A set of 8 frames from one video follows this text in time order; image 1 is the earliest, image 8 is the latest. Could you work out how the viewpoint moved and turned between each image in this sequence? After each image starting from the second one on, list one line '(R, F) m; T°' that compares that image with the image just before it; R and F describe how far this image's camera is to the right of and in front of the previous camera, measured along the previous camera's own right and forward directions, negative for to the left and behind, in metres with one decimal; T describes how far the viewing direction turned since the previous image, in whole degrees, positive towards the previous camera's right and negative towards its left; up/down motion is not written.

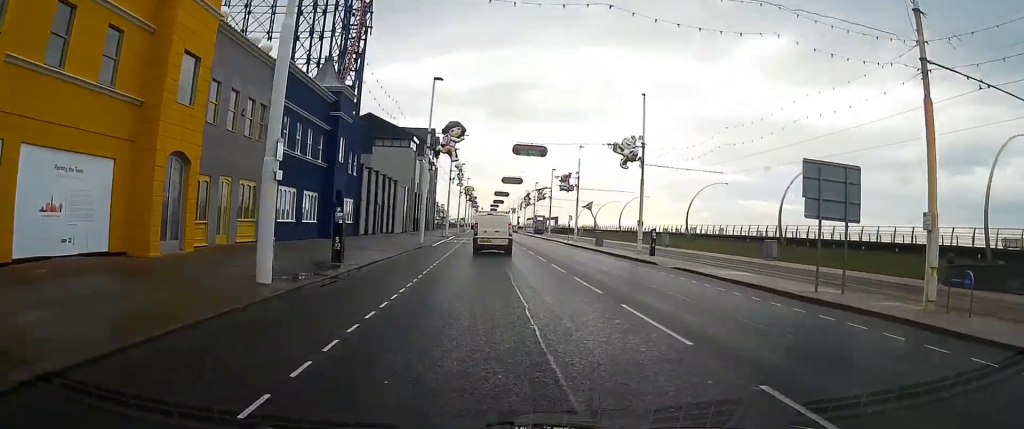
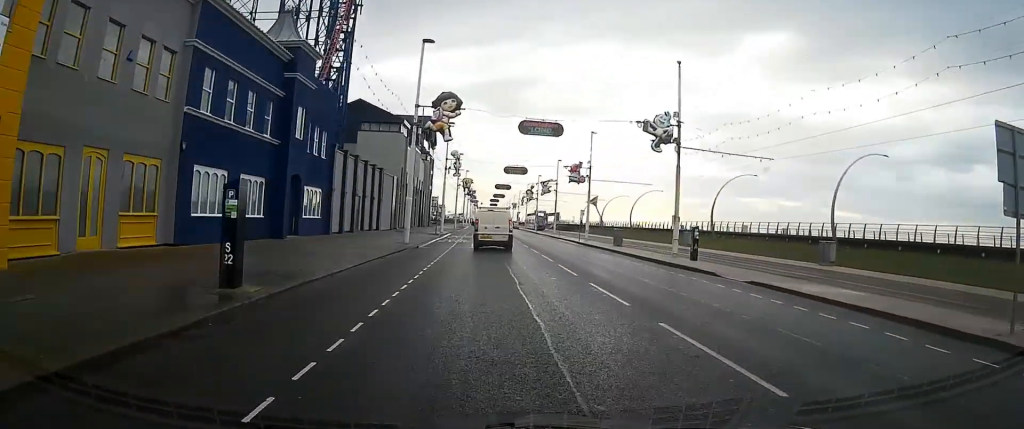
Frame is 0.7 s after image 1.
(0.0, +8.5) m; +1°
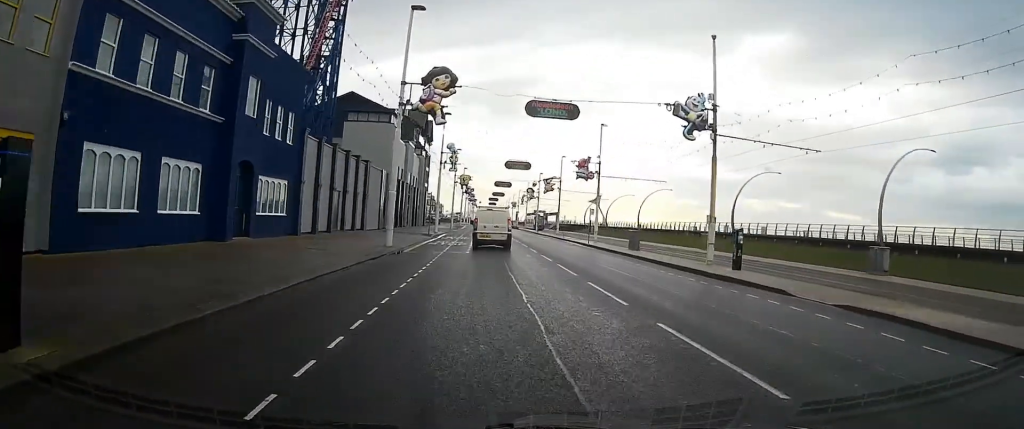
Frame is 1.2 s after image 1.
(+0.1, +6.0) m; 0°
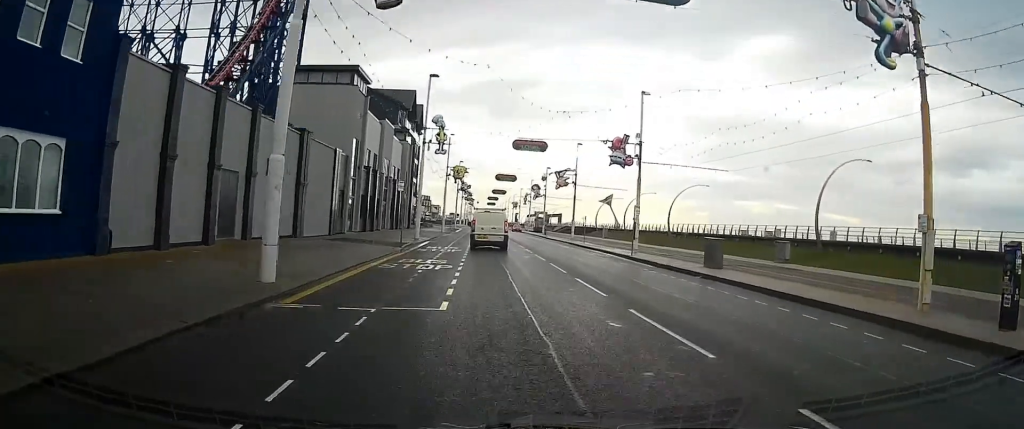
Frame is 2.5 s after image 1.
(0.0, +16.1) m; 0°
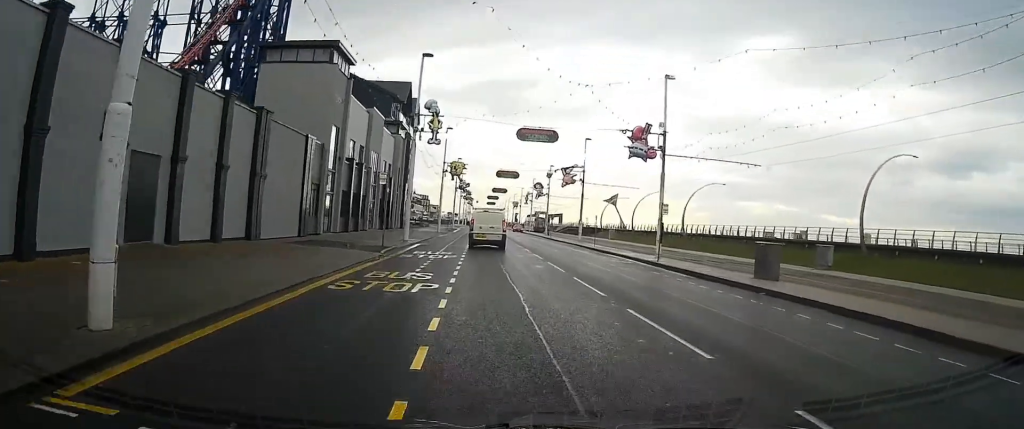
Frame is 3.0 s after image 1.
(0.0, +6.1) m; 0°
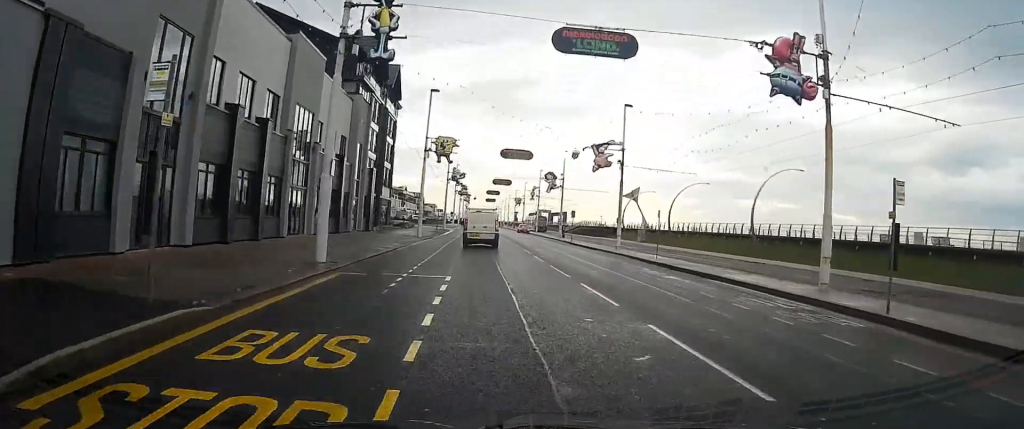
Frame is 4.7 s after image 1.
(-0.2, +20.1) m; -1°
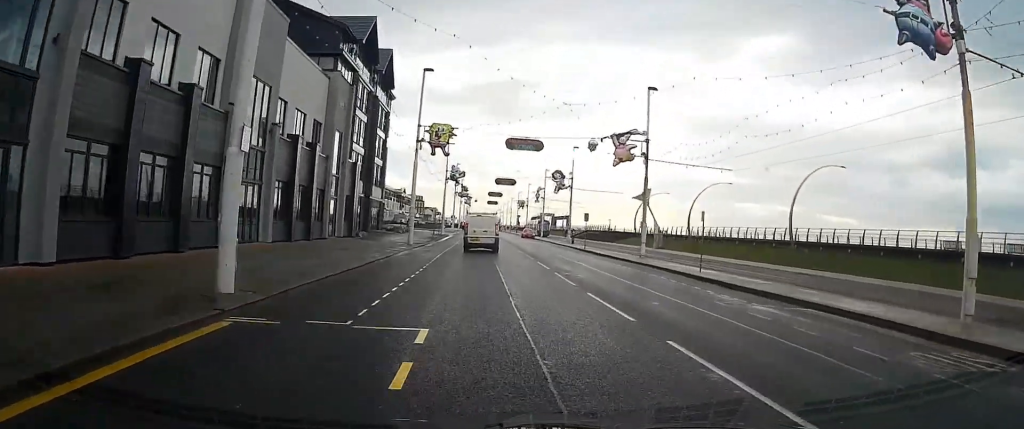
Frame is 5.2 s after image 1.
(+0.1, +6.9) m; 0°
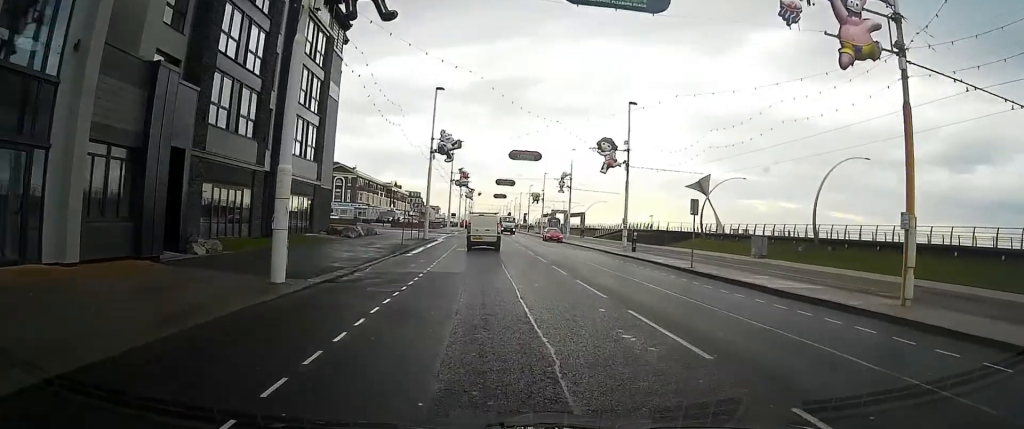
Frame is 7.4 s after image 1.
(+0.1, +27.4) m; 0°
